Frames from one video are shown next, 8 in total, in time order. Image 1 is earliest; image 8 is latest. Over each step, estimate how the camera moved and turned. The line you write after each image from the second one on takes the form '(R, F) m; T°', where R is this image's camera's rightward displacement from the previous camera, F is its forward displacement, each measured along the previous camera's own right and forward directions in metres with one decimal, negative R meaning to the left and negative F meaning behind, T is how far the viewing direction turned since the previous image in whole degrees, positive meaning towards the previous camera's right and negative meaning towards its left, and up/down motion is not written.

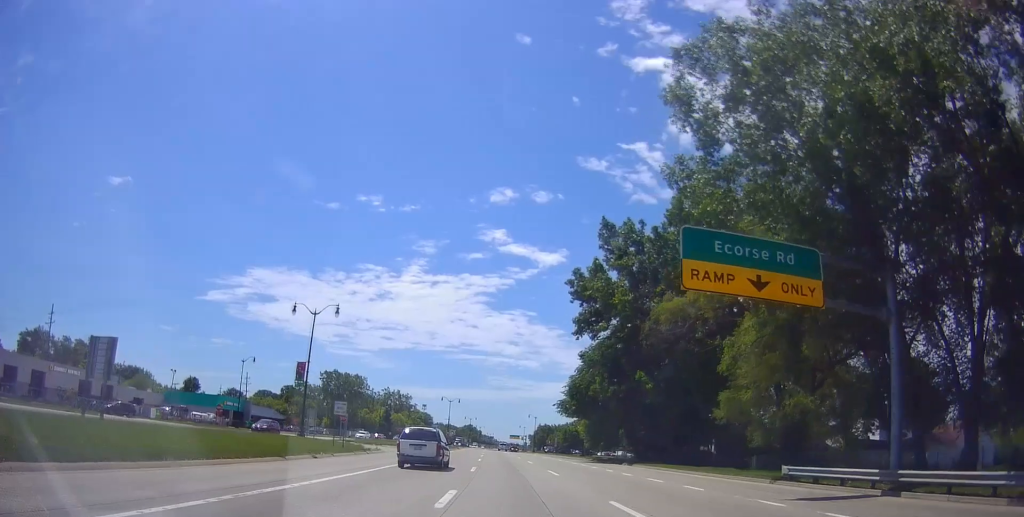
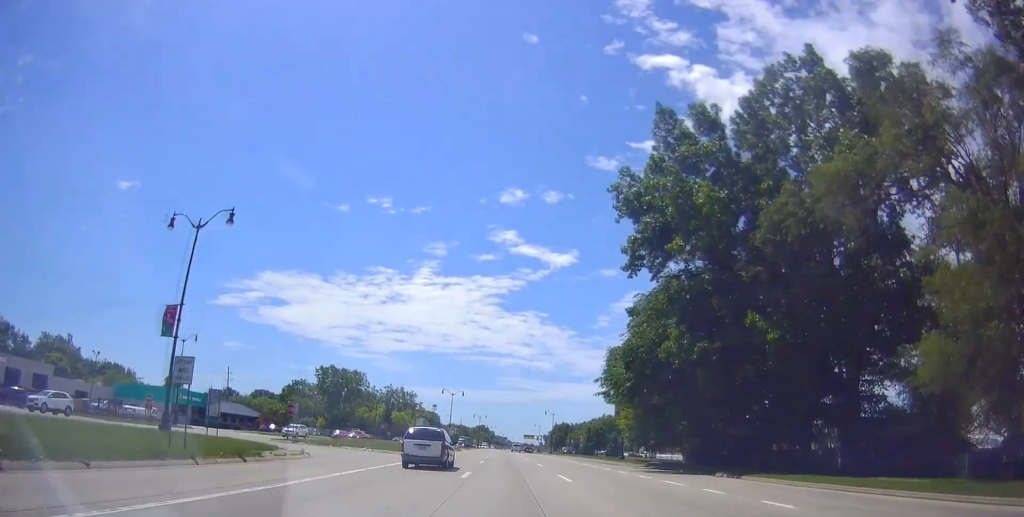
(+0.6, +21.1) m; 0°
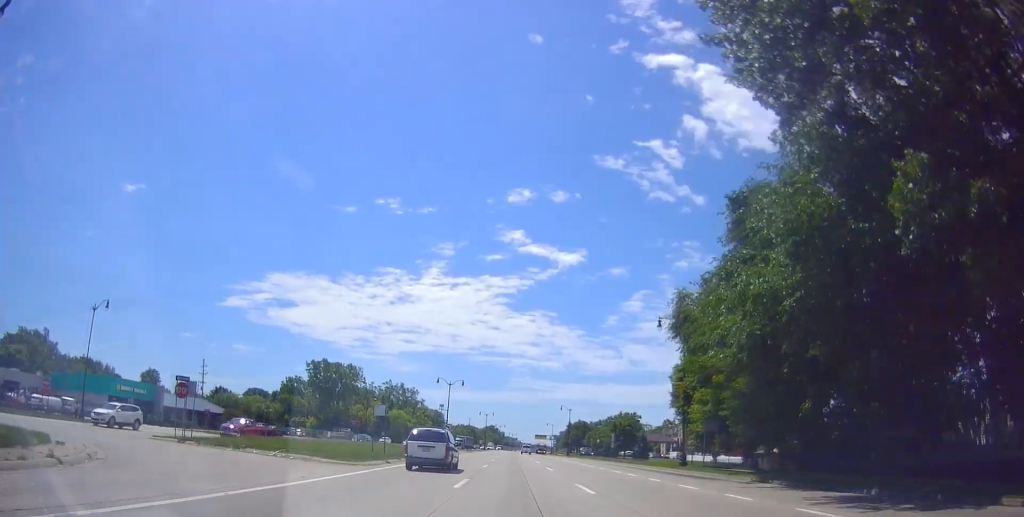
(-0.5, +19.6) m; -4°
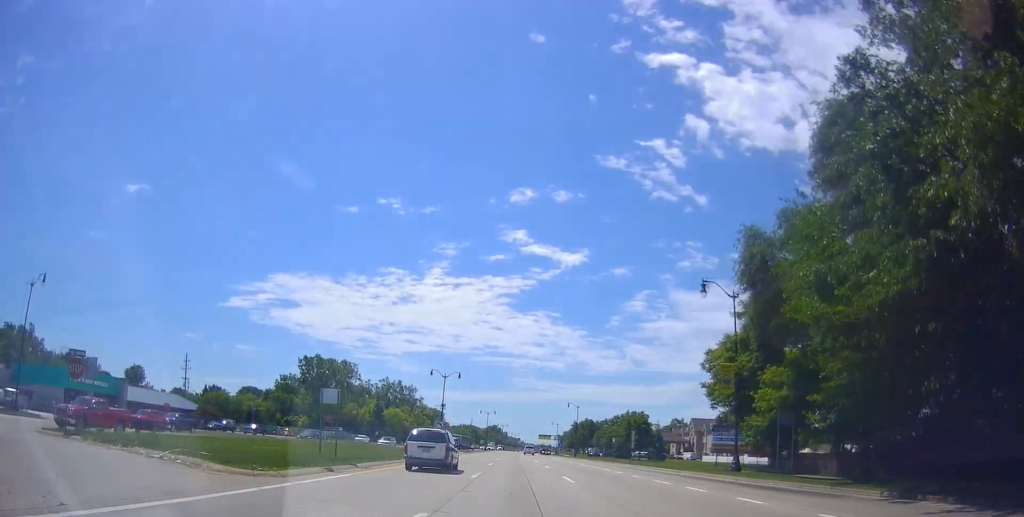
(-0.6, +10.1) m; 0°
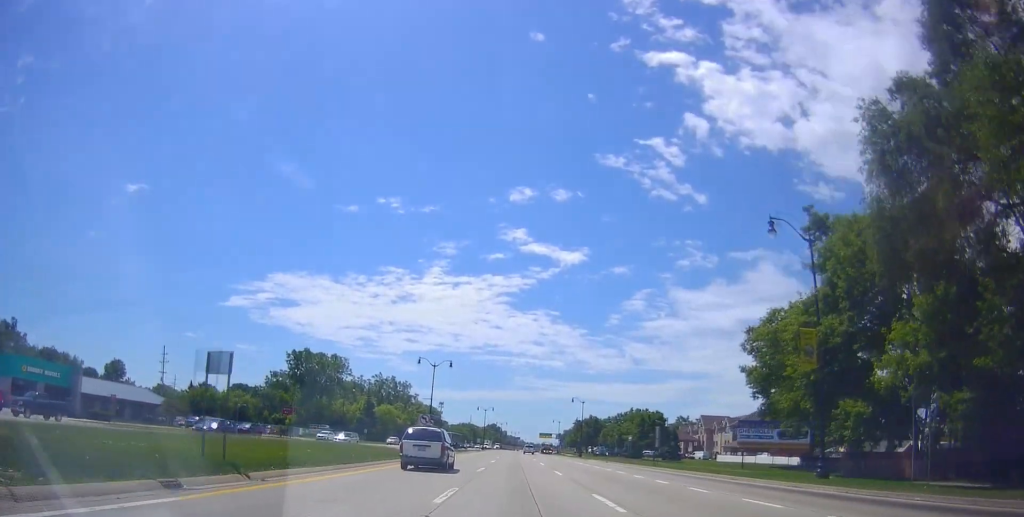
(-0.2, +10.0) m; 0°
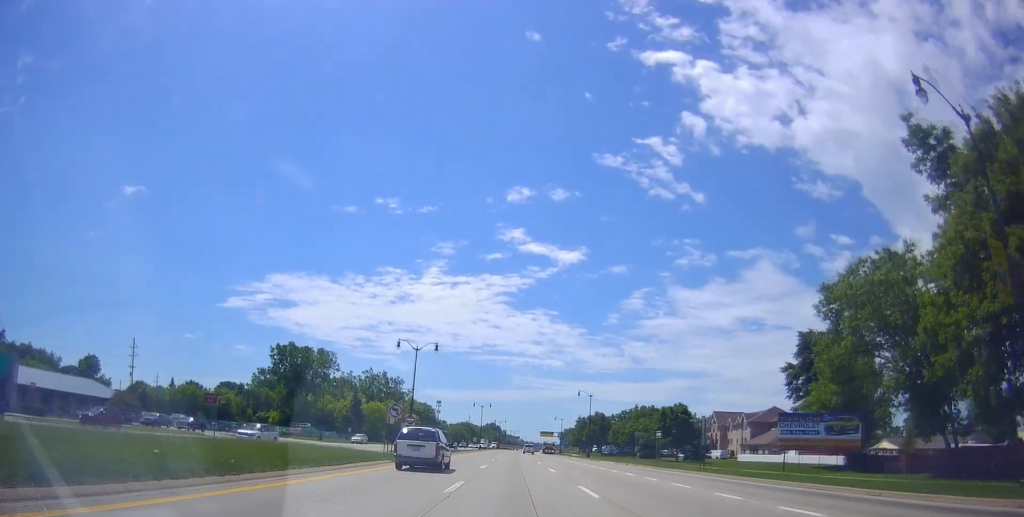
(+0.7, +12.0) m; +1°
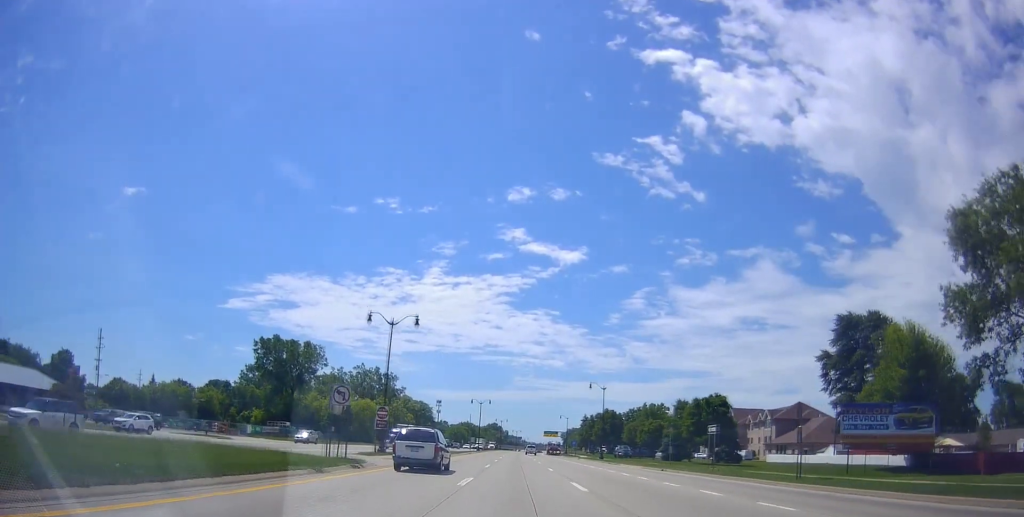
(+0.1, +12.6) m; 0°
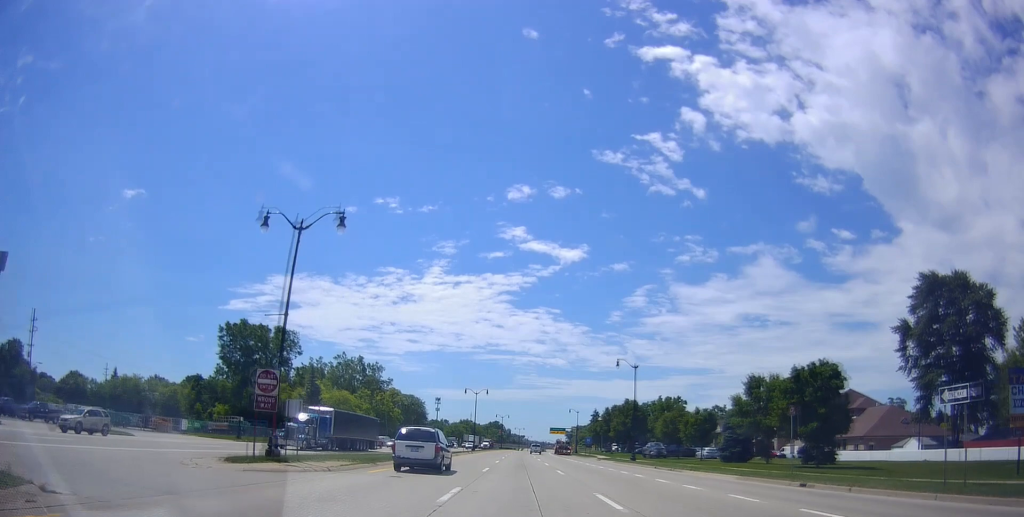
(-0.5, +21.2) m; -2°
